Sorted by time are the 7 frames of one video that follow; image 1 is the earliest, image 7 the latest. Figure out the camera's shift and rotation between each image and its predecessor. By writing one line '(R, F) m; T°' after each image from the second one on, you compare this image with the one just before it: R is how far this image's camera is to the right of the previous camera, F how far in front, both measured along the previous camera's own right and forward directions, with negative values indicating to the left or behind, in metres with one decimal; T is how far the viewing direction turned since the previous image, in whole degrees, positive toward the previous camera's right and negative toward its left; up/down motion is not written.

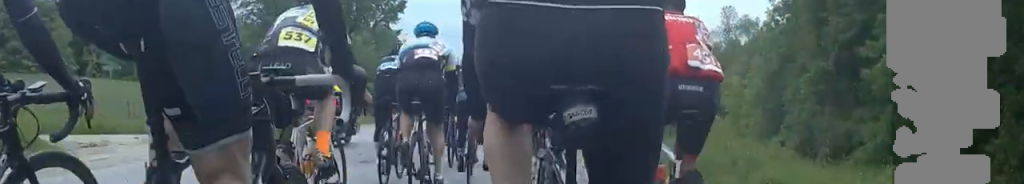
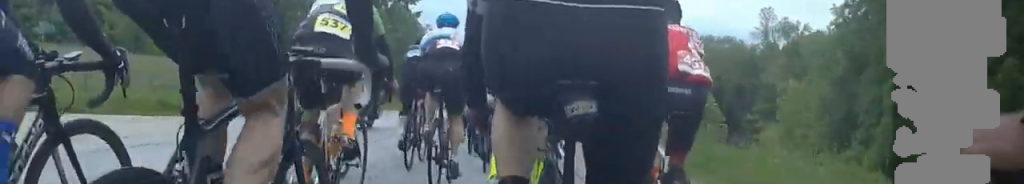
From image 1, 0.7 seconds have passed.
(+0.4, +8.1) m; 0°
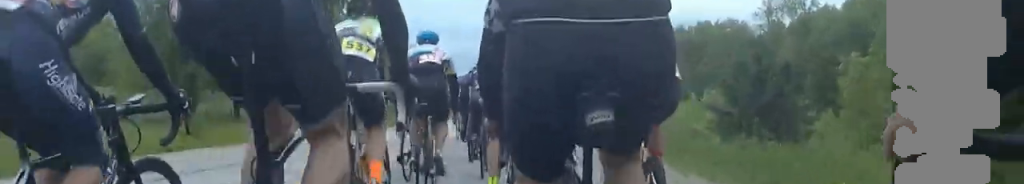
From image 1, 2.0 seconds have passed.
(-0.5, +13.3) m; -2°
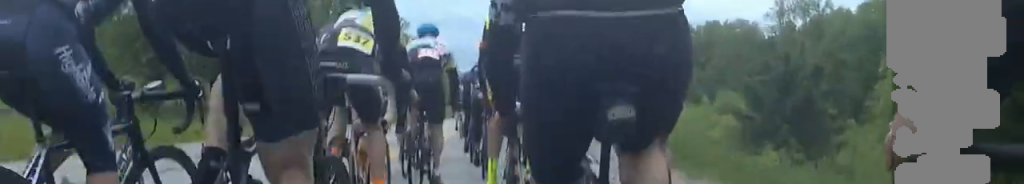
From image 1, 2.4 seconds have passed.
(0.0, +4.7) m; +1°
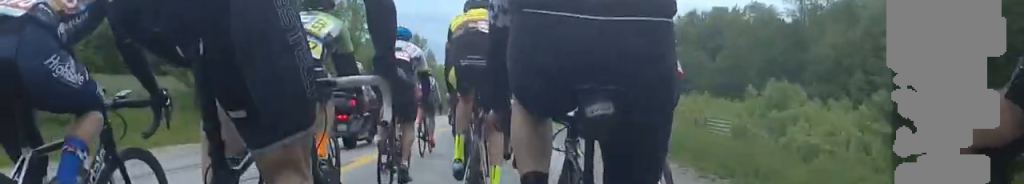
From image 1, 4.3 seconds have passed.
(+0.5, +20.5) m; -1°
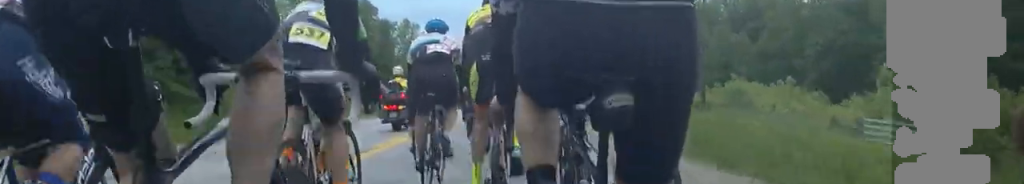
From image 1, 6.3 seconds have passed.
(-1.1, +22.6) m; -3°
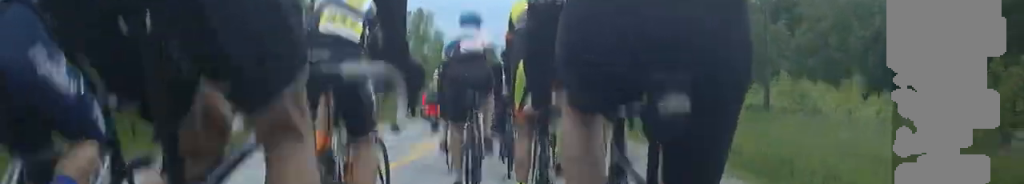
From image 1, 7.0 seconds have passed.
(+0.1, +8.1) m; 0°
